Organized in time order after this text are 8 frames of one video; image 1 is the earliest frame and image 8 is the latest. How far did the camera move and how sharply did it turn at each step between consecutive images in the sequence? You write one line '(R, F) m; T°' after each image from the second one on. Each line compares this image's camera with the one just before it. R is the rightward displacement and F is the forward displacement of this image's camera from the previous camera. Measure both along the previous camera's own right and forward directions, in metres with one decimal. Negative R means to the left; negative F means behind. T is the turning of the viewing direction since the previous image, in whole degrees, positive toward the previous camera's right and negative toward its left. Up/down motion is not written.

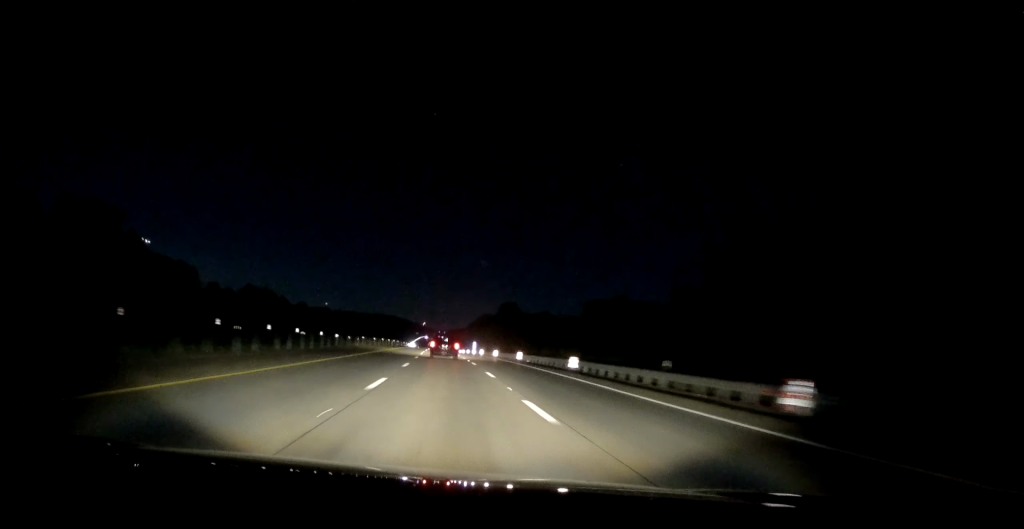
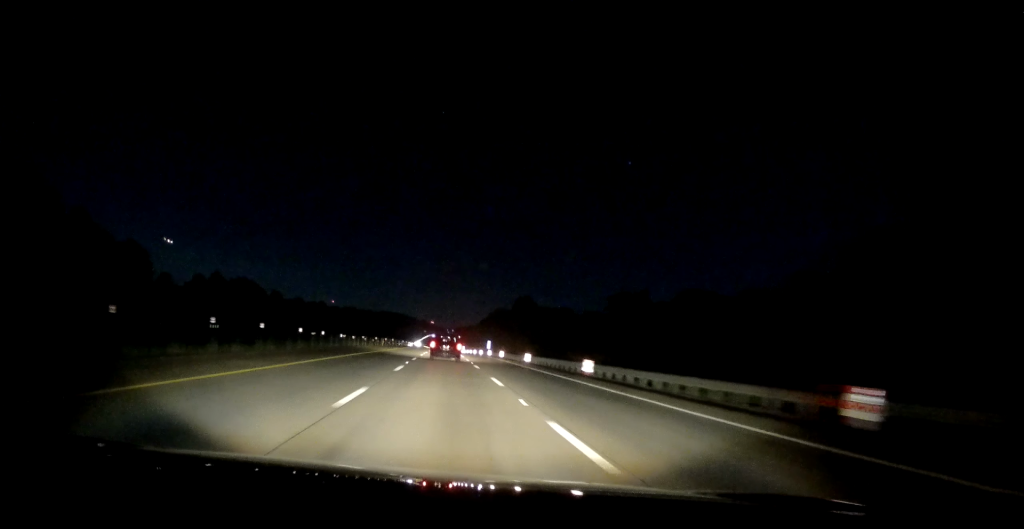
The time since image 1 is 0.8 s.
(-0.2, +27.9) m; -1°
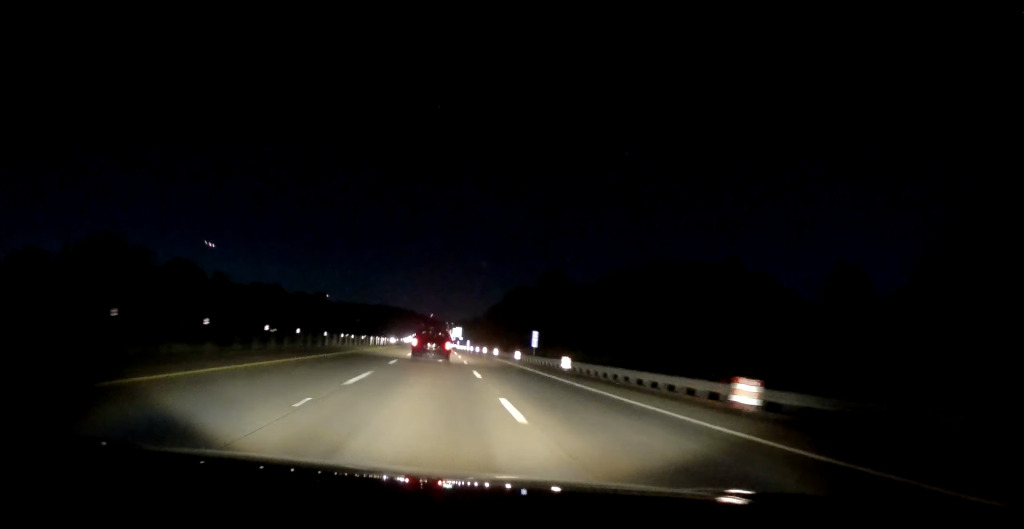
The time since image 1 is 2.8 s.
(-0.8, +70.5) m; -1°
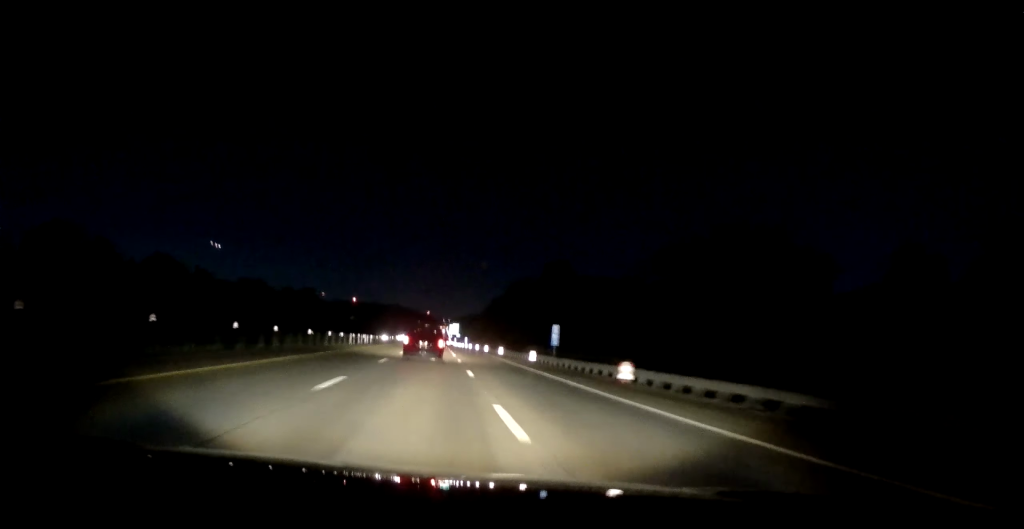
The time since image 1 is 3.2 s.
(-0.1, +13.8) m; 0°
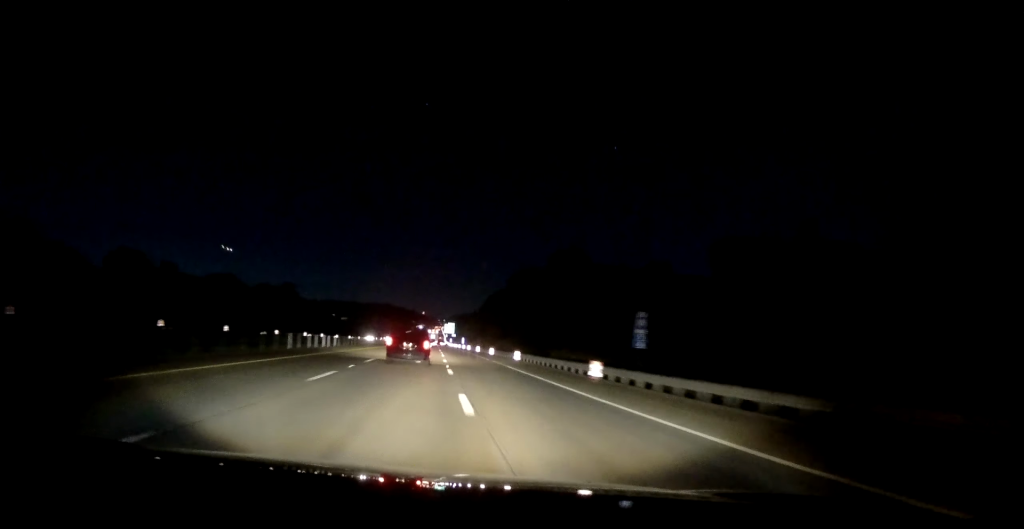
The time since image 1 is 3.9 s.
(0.0, +22.6) m; 0°
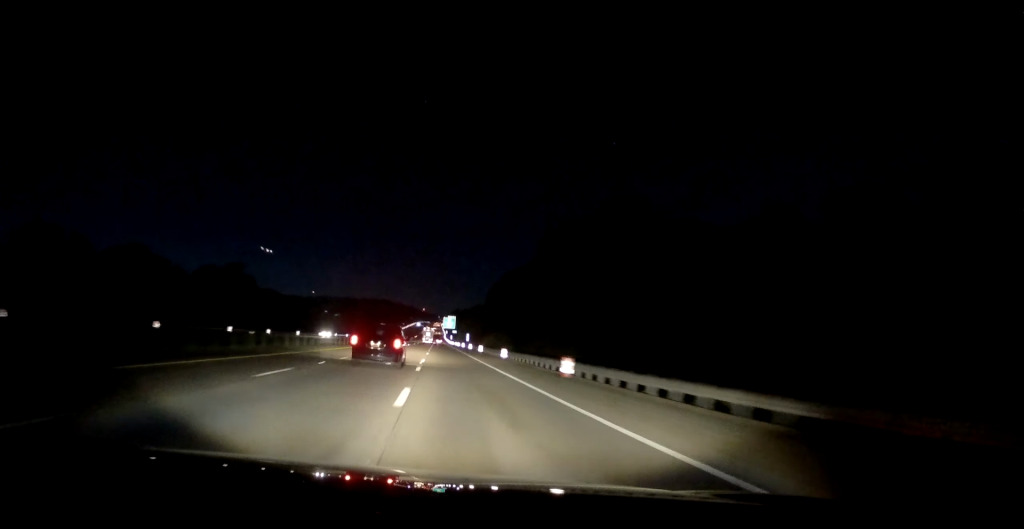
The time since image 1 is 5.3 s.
(0.0, +48.4) m; 0°
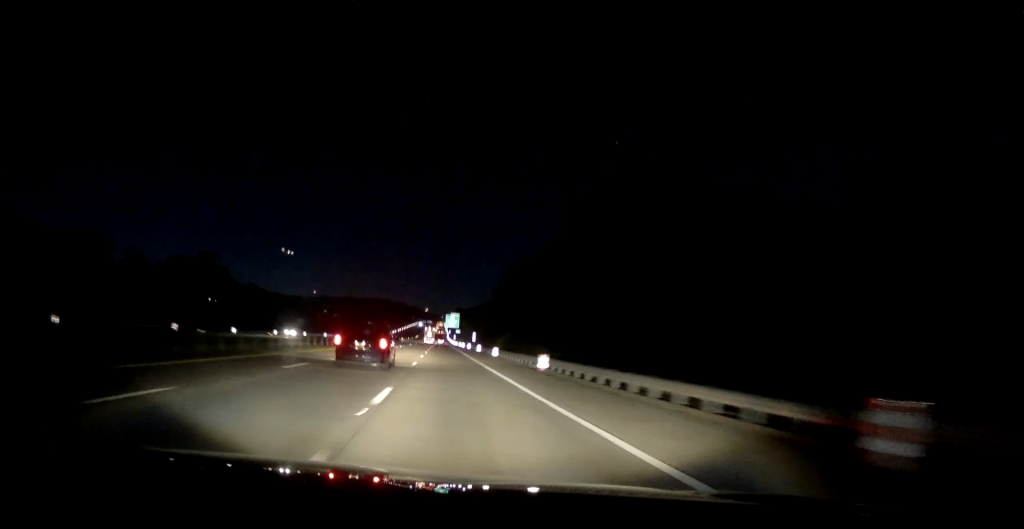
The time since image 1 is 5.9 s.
(+0.1, +20.1) m; +1°
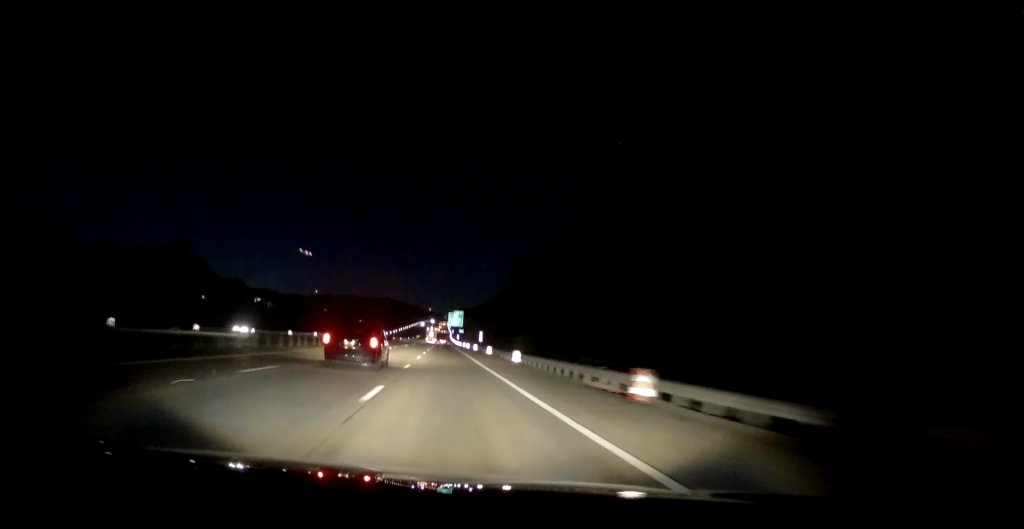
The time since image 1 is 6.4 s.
(-0.1, +15.7) m; 0°
